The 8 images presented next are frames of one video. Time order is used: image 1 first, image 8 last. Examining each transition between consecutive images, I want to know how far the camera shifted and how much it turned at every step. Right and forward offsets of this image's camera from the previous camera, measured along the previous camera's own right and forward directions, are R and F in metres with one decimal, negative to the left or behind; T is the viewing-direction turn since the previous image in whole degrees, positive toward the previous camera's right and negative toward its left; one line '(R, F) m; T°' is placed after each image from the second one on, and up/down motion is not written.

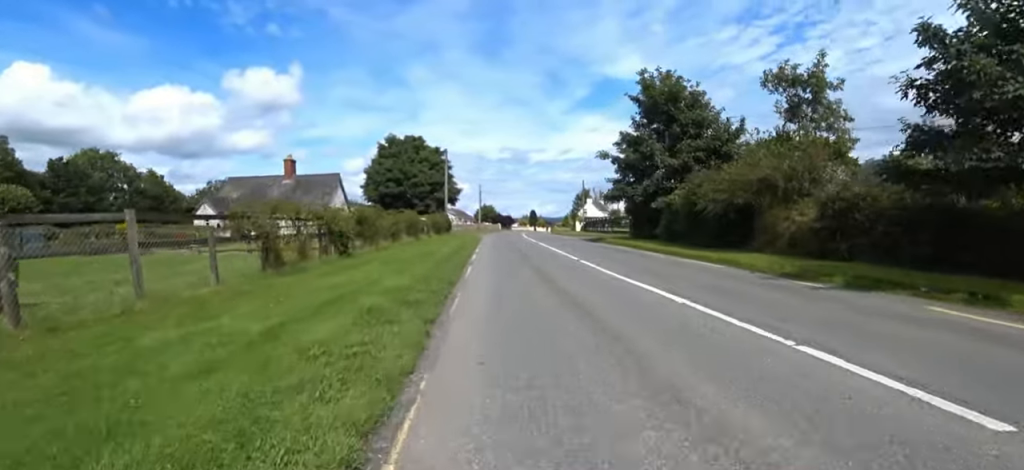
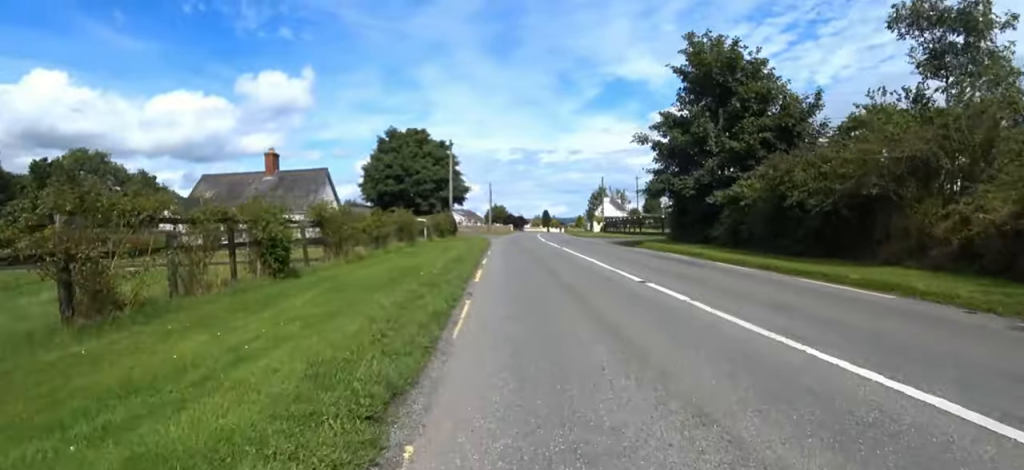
(-0.5, +5.2) m; -3°
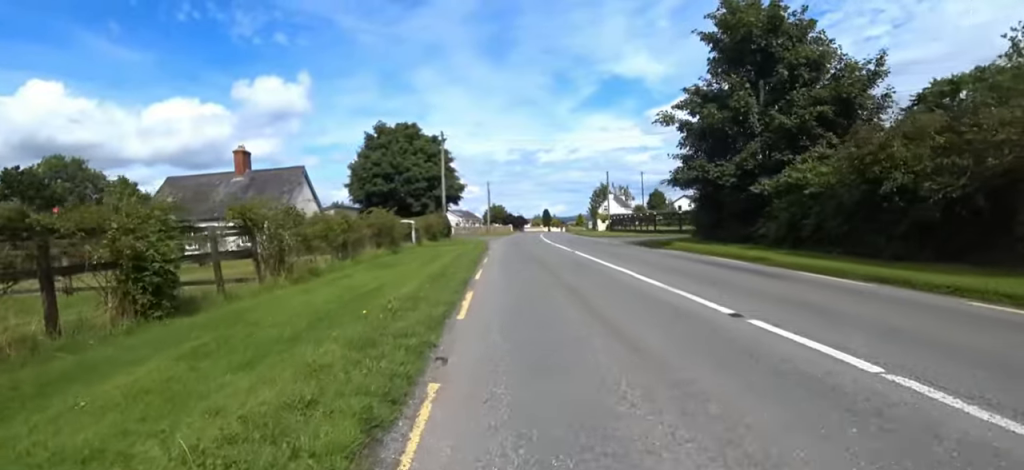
(-0.2, +3.6) m; +7°
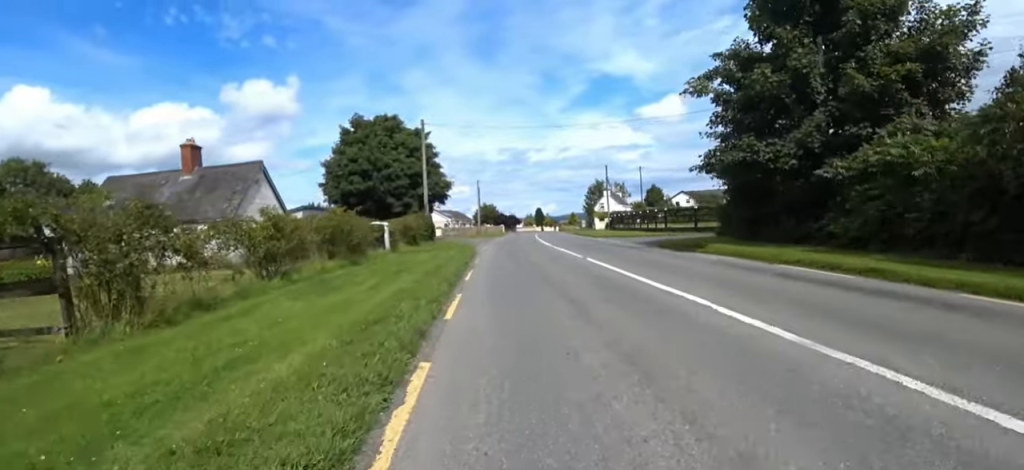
(+0.6, +3.9) m; +6°
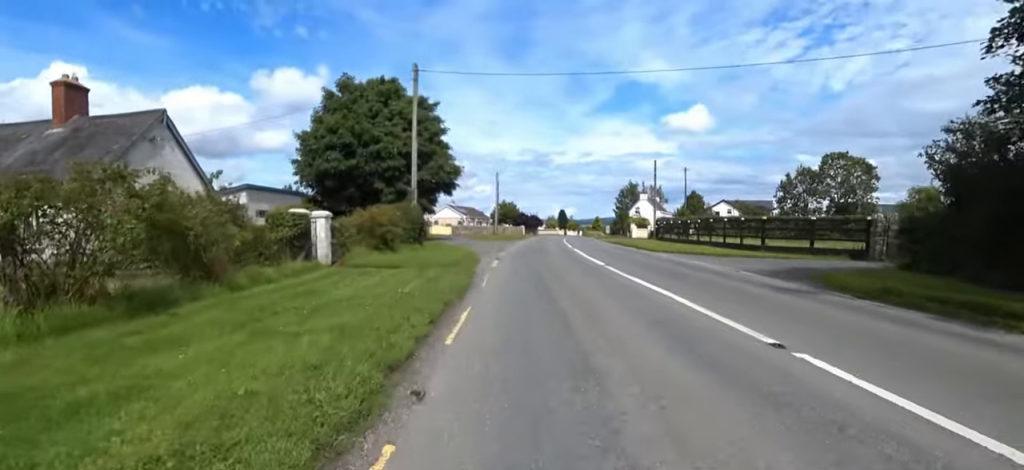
(-0.7, +9.3) m; -8°
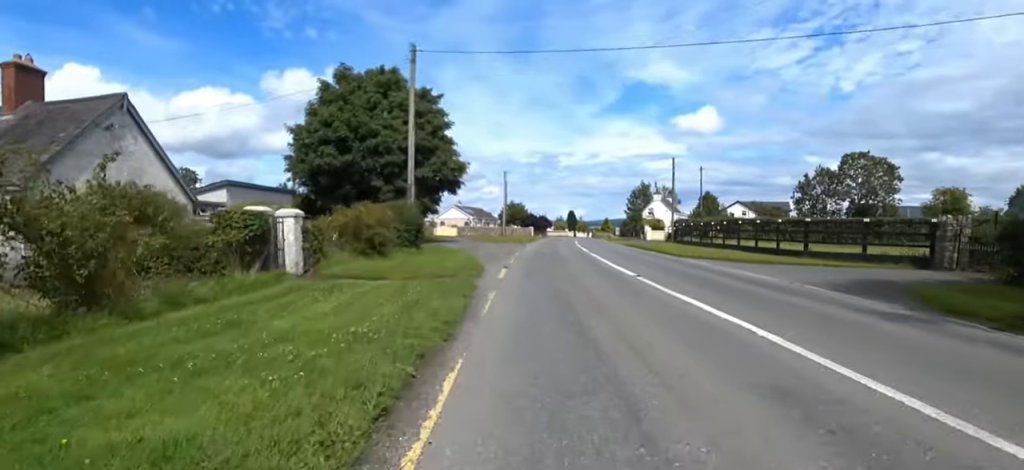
(-0.3, +2.5) m; 0°
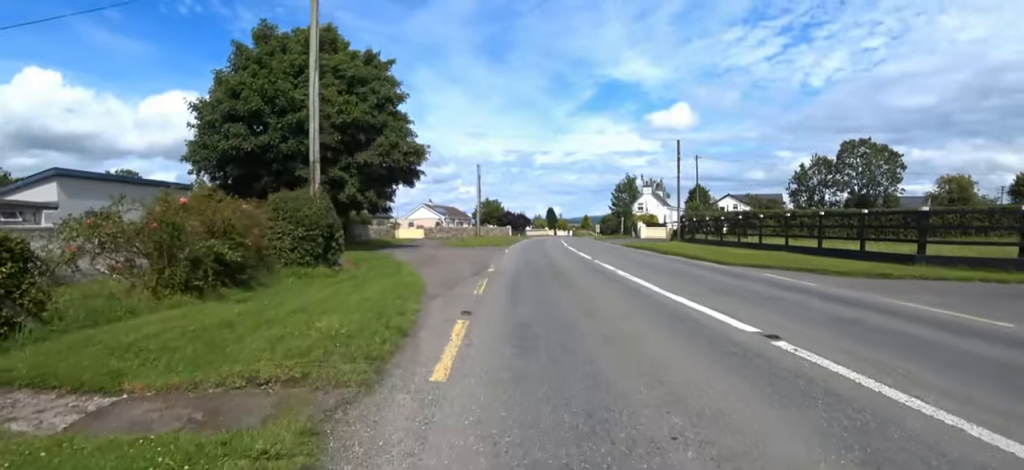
(+1.0, +6.7) m; +7°
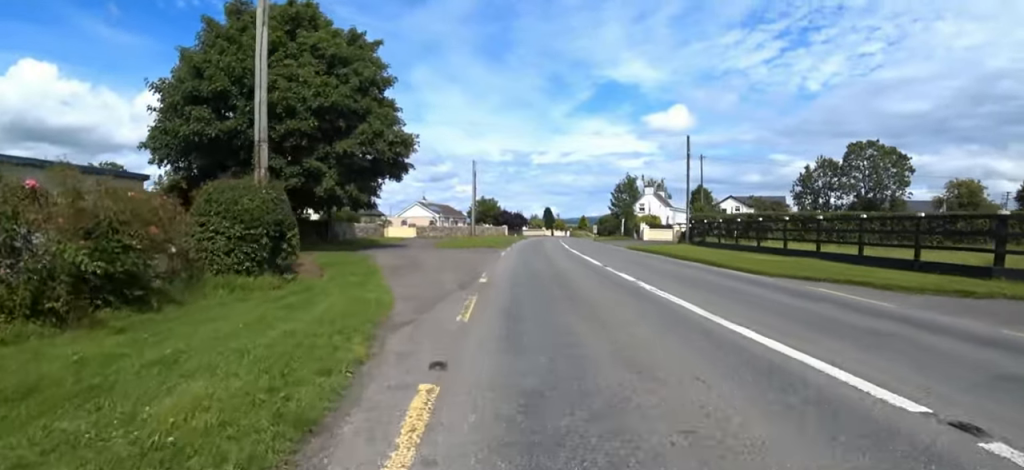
(+0.1, +2.3) m; -4°
